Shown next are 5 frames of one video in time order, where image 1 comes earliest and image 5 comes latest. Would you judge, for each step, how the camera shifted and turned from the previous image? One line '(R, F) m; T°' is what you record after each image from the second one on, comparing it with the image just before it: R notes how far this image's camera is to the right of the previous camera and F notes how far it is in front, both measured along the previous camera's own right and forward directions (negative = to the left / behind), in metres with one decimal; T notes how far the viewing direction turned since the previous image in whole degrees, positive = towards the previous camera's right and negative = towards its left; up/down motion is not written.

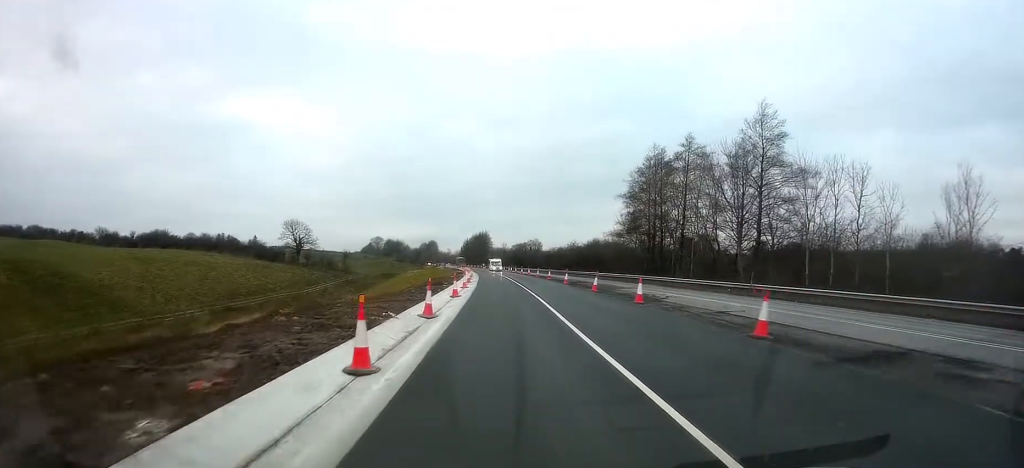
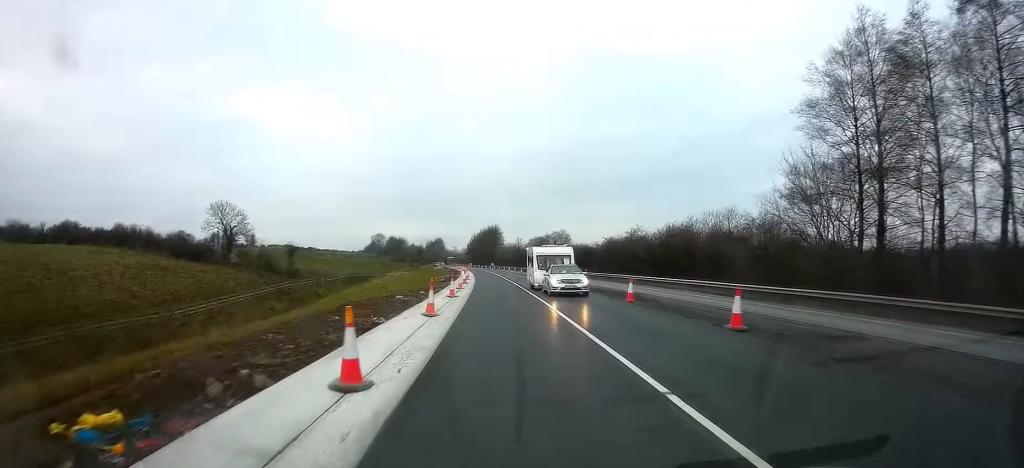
(+0.4, +44.3) m; 0°
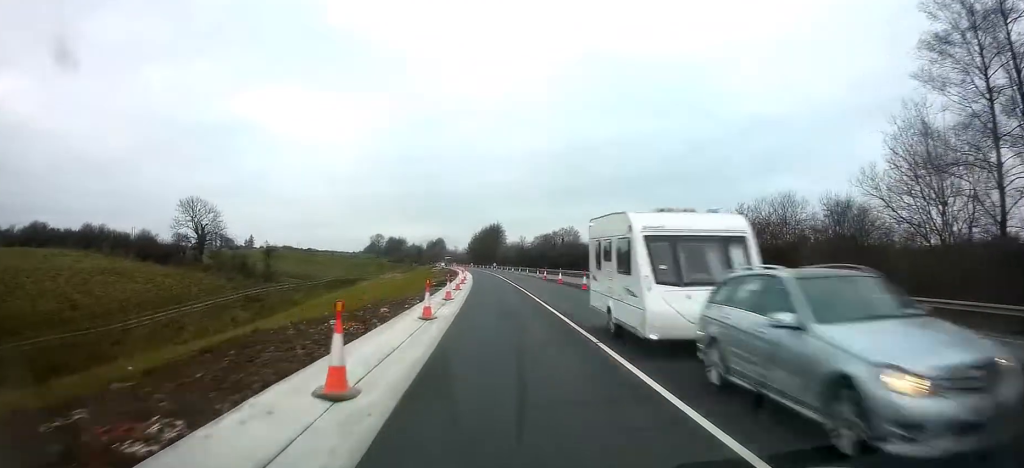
(0.0, +10.6) m; 0°
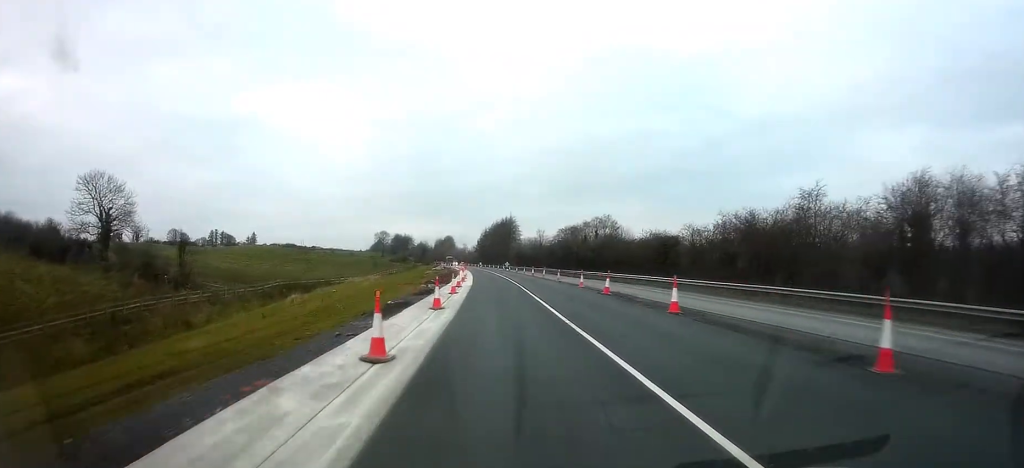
(-0.4, +25.2) m; -3°
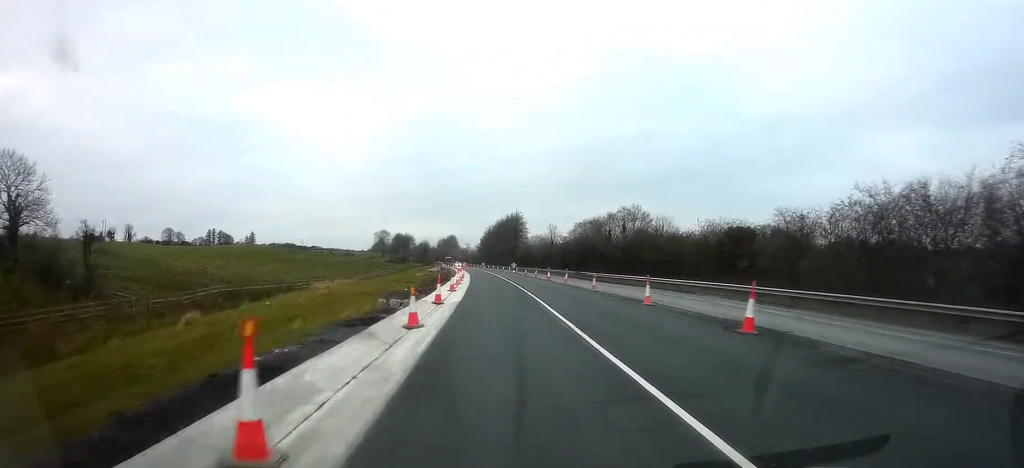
(-0.4, +16.5) m; -1°
